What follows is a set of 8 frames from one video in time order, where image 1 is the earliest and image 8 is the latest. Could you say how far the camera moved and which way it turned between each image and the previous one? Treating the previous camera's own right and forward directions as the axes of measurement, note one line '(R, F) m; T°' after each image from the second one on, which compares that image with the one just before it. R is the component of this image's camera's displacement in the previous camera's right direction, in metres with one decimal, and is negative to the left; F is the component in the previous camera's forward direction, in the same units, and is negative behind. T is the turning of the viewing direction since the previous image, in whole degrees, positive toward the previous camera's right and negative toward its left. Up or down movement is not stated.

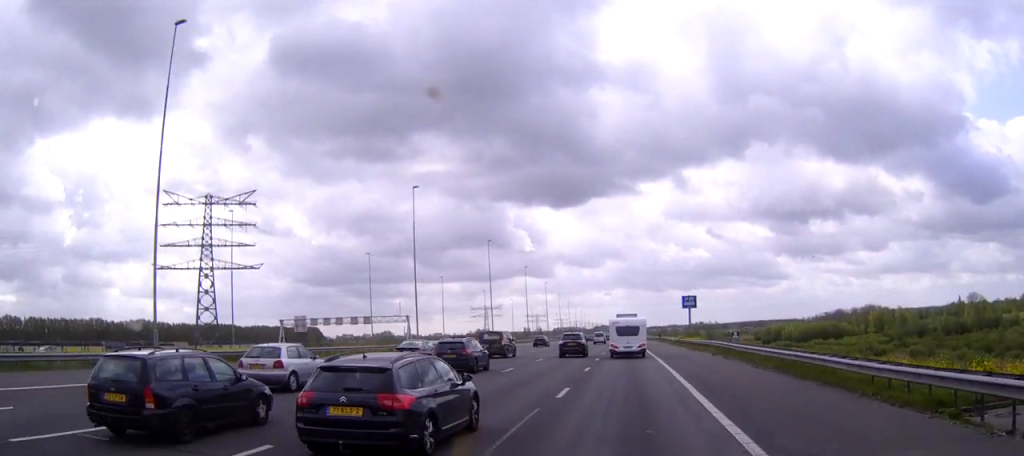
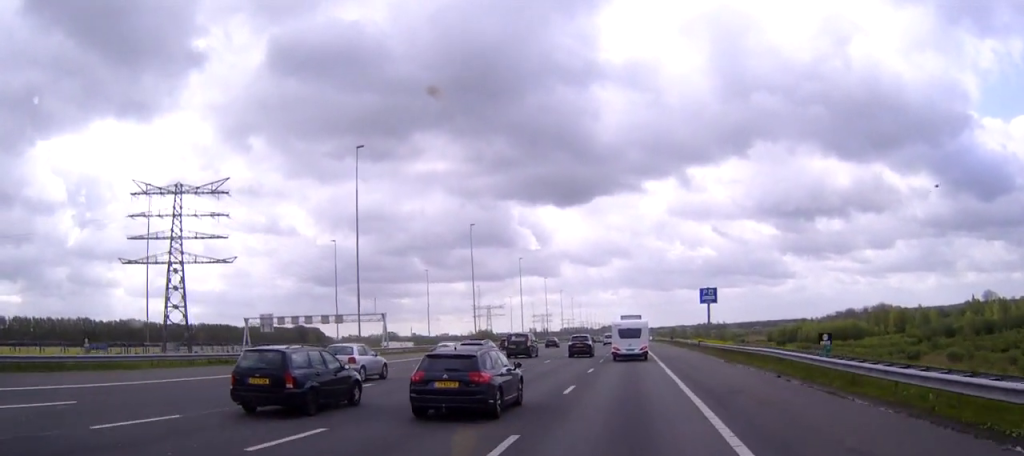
(0.0, +21.4) m; 0°
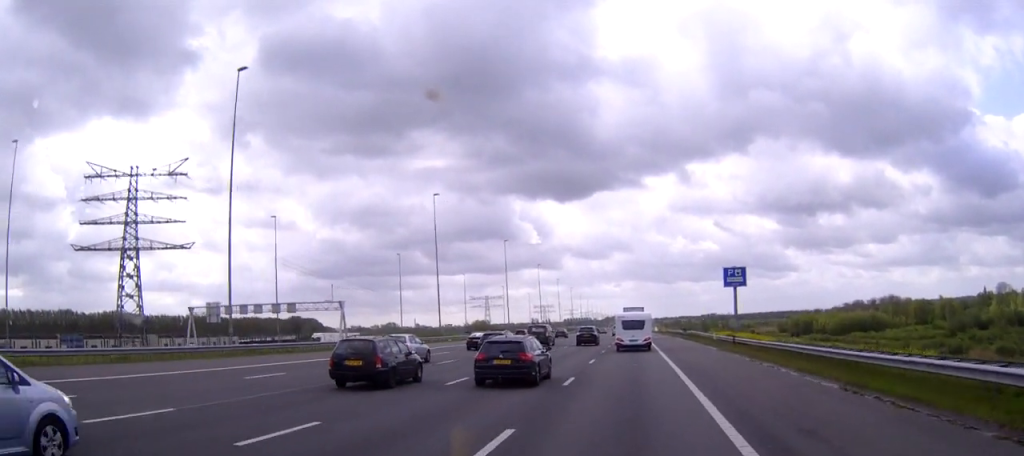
(-0.1, +24.2) m; -1°
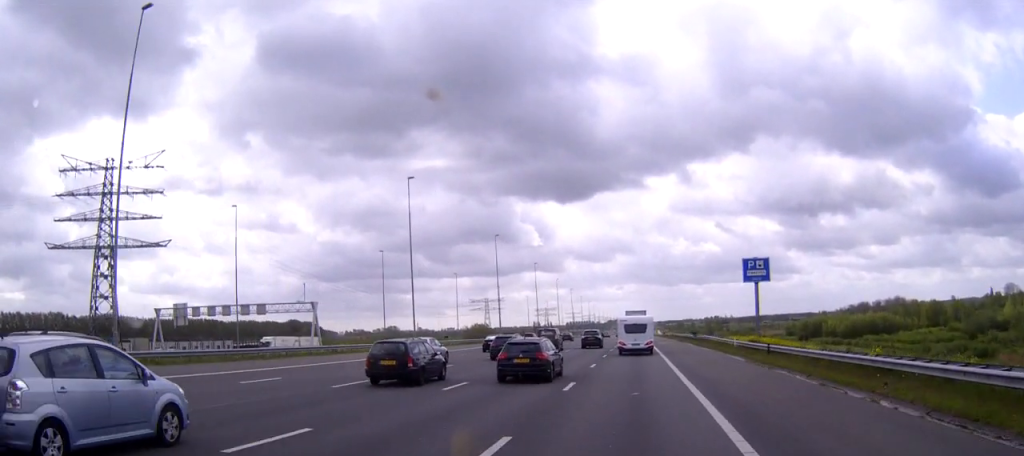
(0.0, +12.4) m; 0°
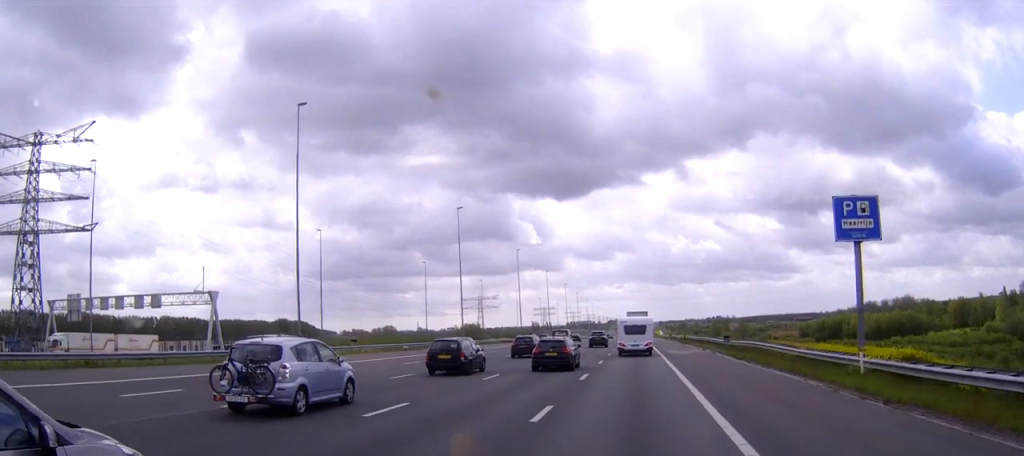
(-0.1, +30.4) m; 0°
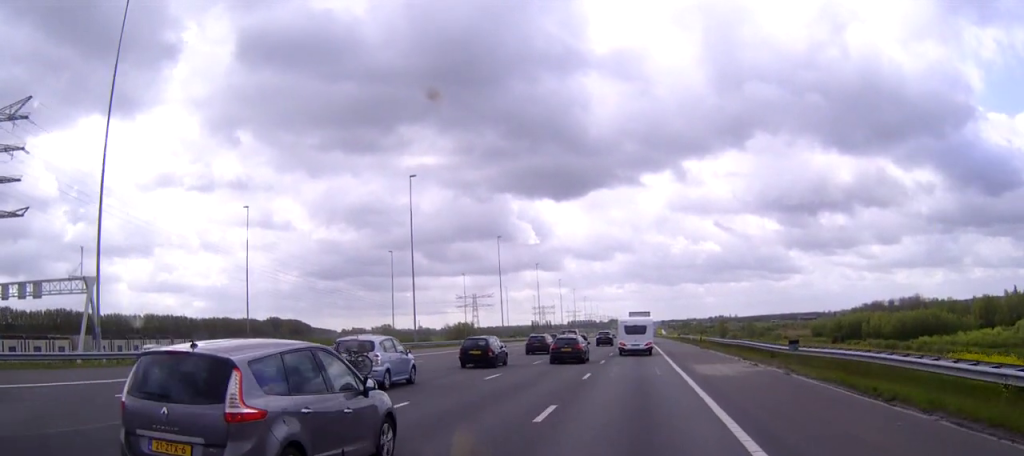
(-0.1, +24.2) m; 0°
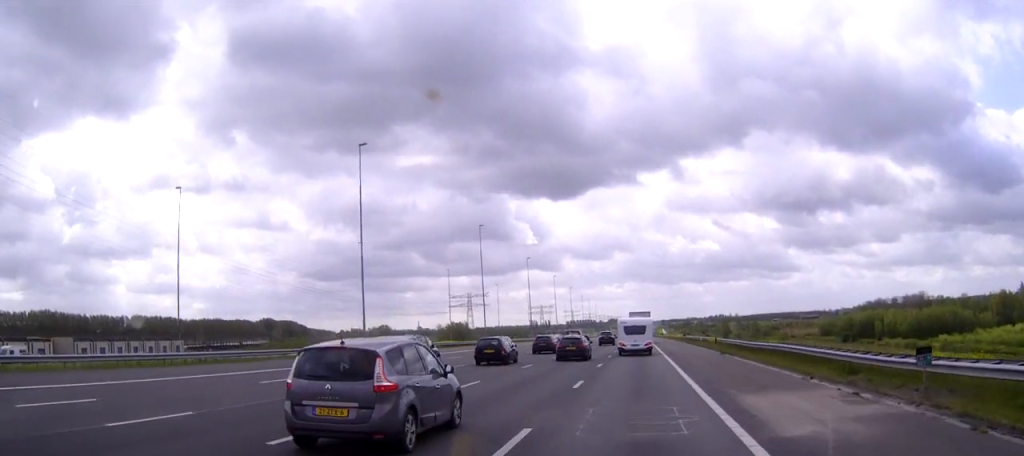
(0.0, +15.9) m; 0°
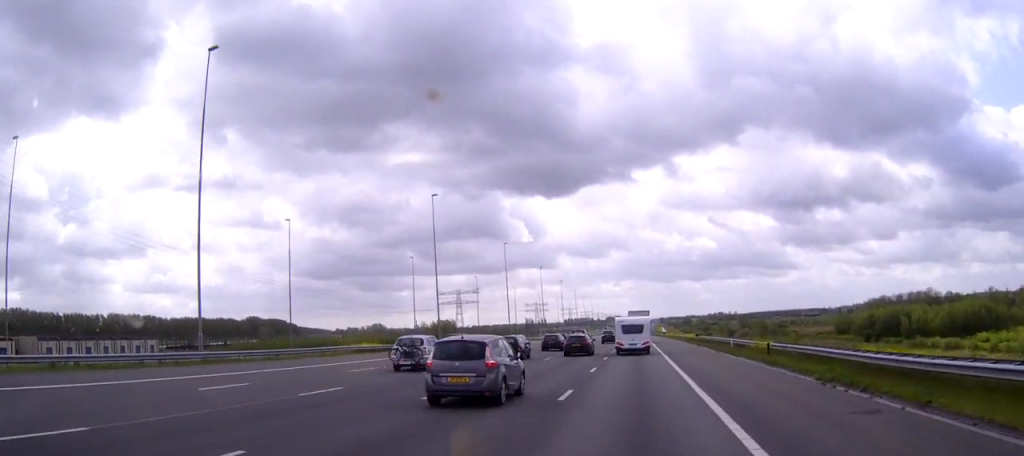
(0.0, +27.6) m; 0°
